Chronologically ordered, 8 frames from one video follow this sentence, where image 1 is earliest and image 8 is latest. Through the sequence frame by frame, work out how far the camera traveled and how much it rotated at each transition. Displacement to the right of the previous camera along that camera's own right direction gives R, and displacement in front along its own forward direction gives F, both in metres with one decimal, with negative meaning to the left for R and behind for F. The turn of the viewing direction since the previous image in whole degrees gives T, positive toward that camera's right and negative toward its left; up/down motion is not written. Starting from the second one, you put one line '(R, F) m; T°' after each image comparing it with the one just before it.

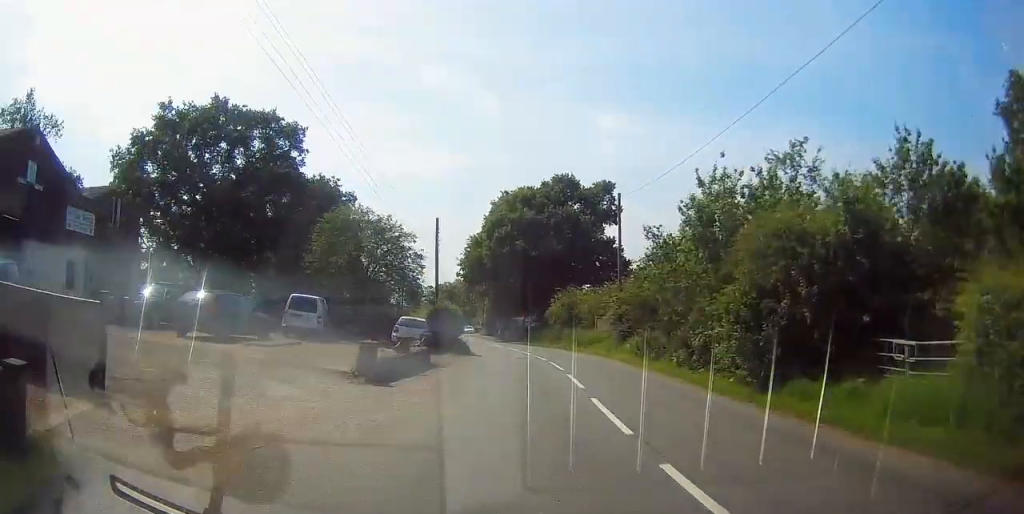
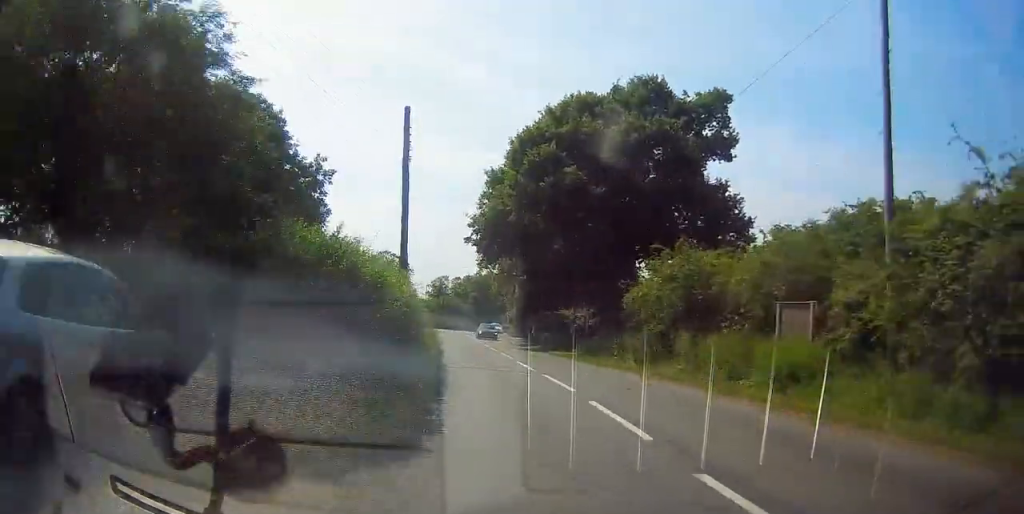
(-0.7, +24.9) m; -5°
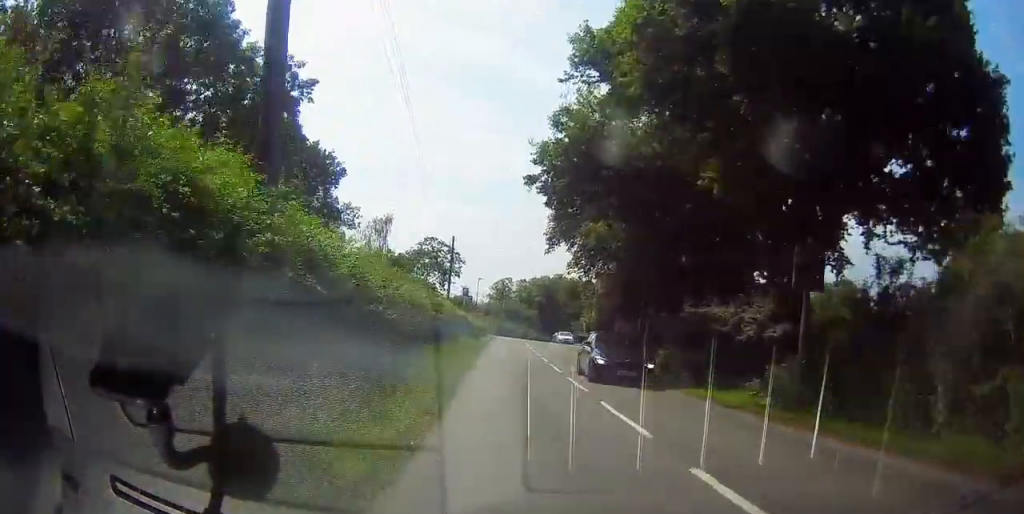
(-0.8, +18.5) m; -4°
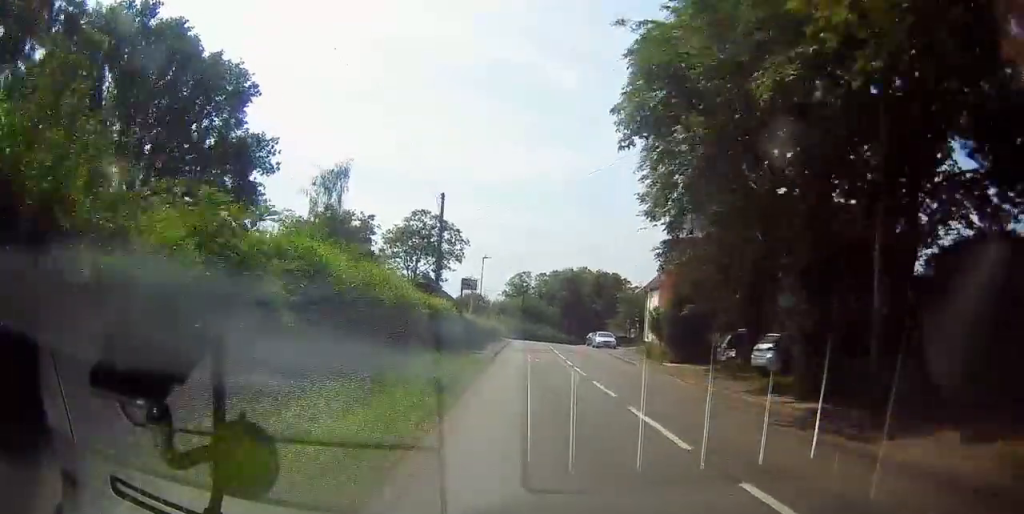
(0.0, +19.3) m; 0°
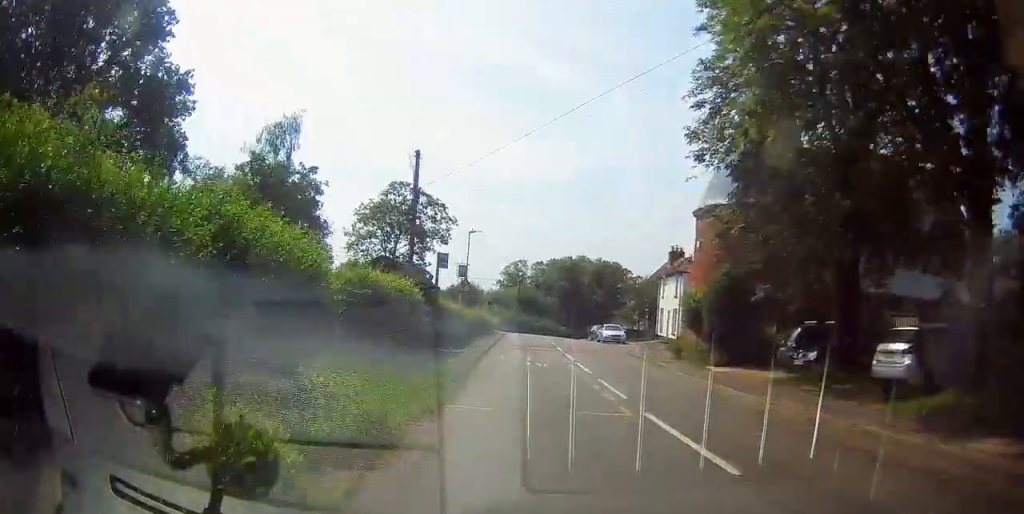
(0.0, +7.9) m; 0°
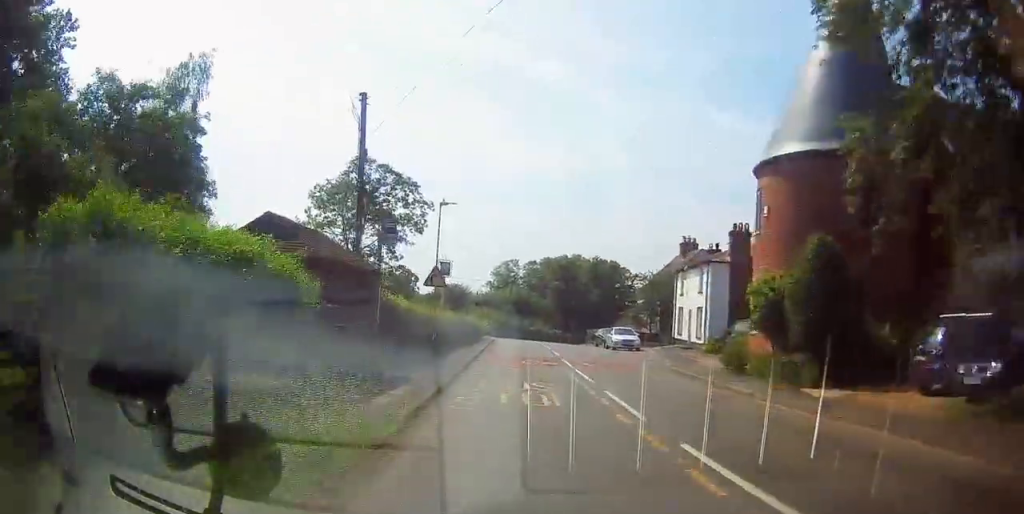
(0.0, +8.6) m; 0°
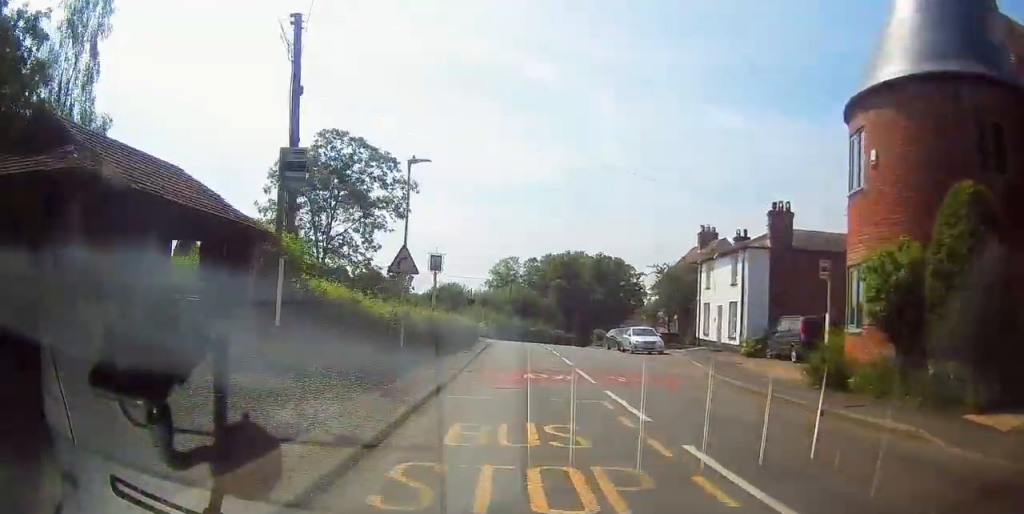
(0.0, +6.5) m; 0°
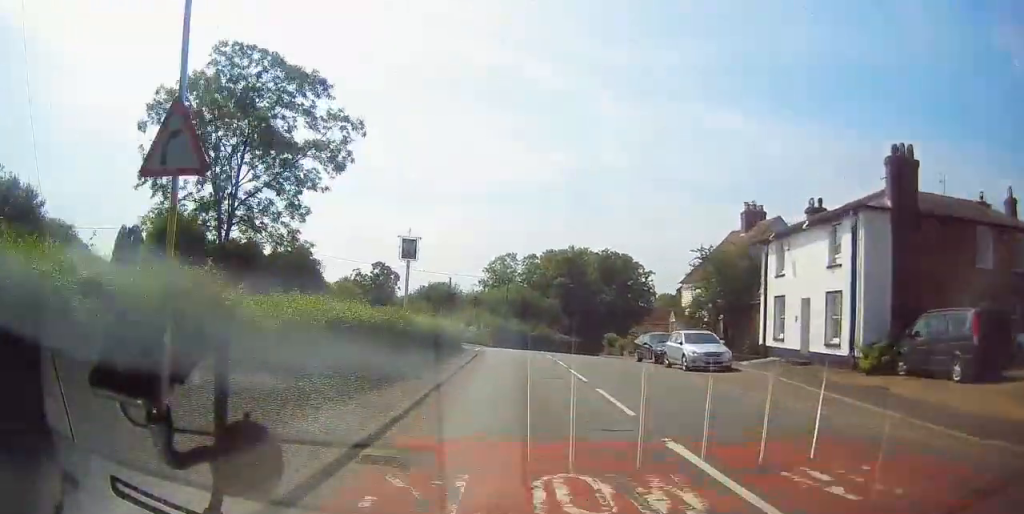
(0.0, +11.3) m; 0°
